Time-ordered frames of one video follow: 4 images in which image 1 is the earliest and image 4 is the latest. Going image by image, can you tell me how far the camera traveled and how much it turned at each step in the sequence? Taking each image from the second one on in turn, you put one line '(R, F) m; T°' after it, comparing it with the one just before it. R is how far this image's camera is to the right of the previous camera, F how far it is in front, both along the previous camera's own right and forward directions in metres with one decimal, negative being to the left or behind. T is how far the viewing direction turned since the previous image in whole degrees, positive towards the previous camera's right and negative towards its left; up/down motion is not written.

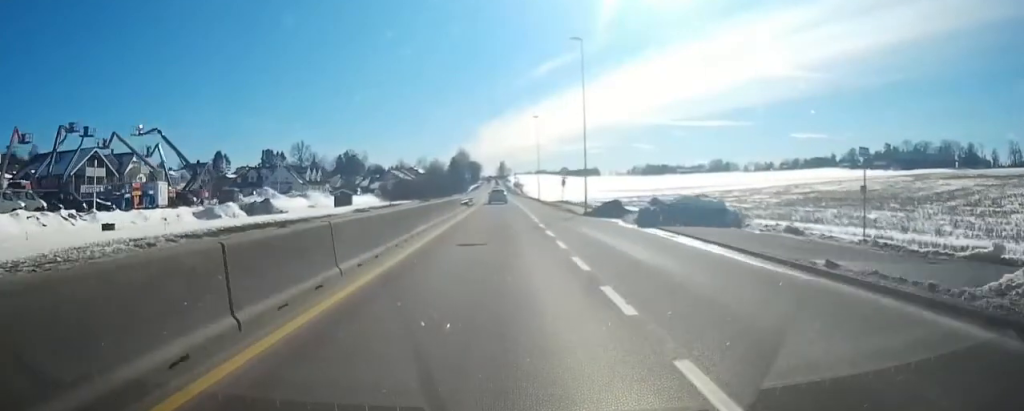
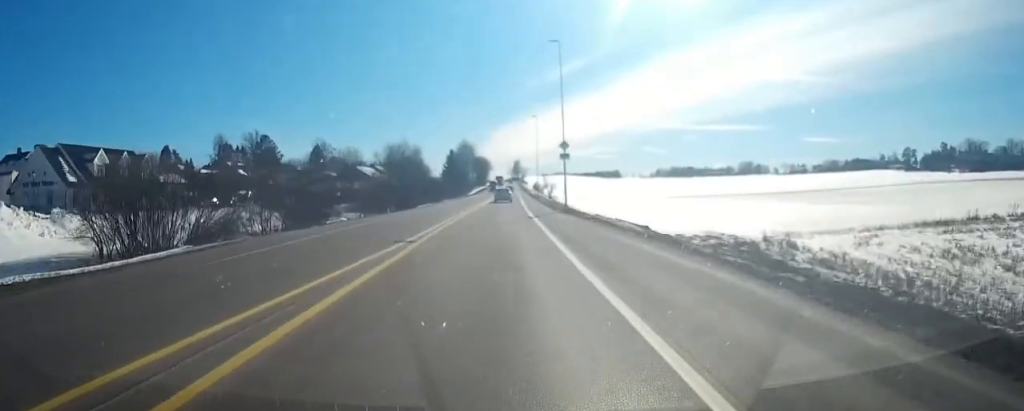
(-0.8, +77.9) m; -1°
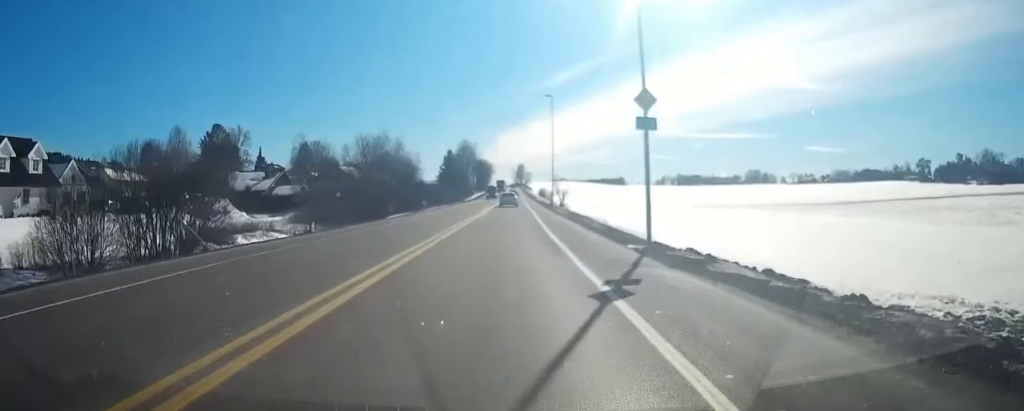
(-0.1, +20.3) m; 0°
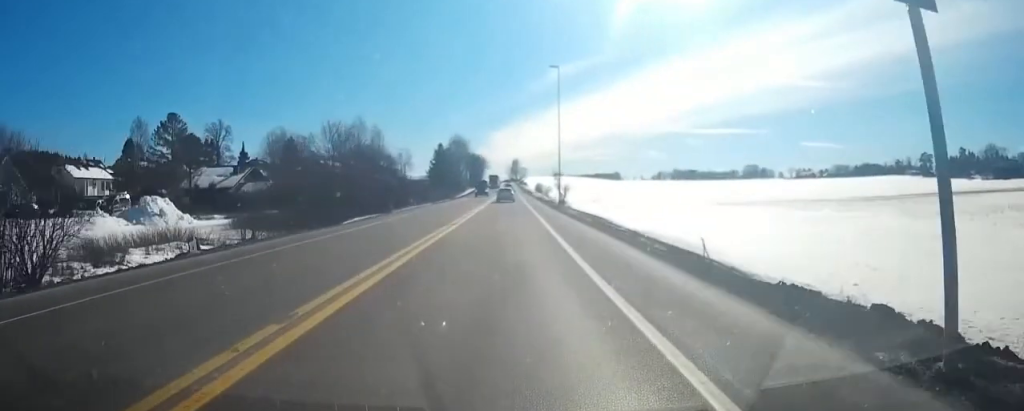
(0.0, +11.7) m; 0°
